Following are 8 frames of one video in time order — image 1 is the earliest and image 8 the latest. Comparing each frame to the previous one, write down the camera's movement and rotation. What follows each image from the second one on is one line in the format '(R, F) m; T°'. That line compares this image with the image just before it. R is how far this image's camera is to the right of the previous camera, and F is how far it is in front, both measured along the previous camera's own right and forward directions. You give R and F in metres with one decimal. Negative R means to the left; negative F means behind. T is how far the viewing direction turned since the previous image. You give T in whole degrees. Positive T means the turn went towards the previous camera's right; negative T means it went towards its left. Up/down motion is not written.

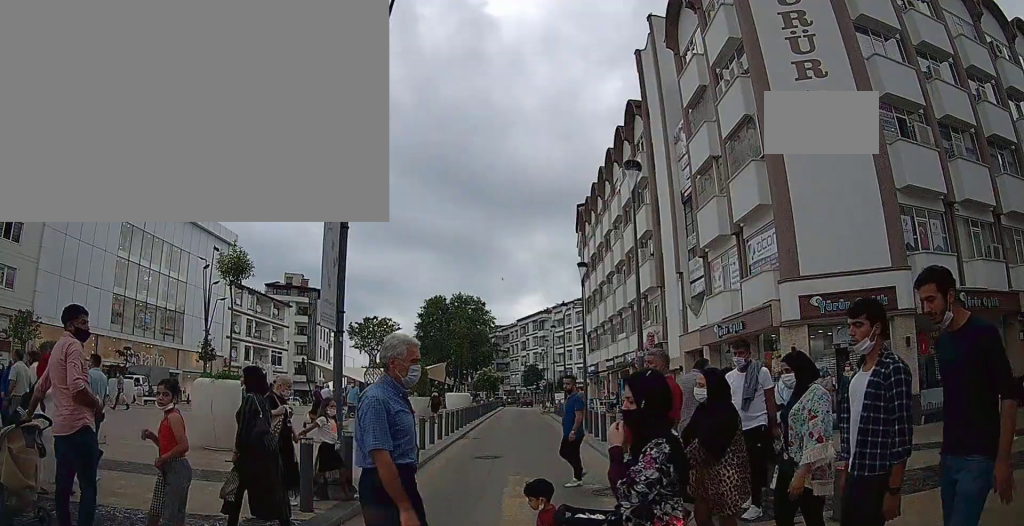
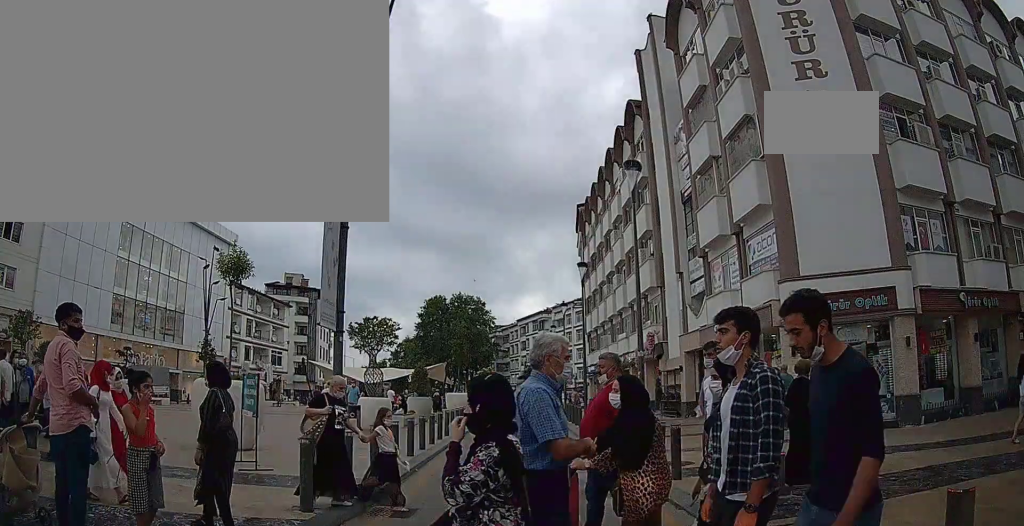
(0.0, 0.0) m; 0°
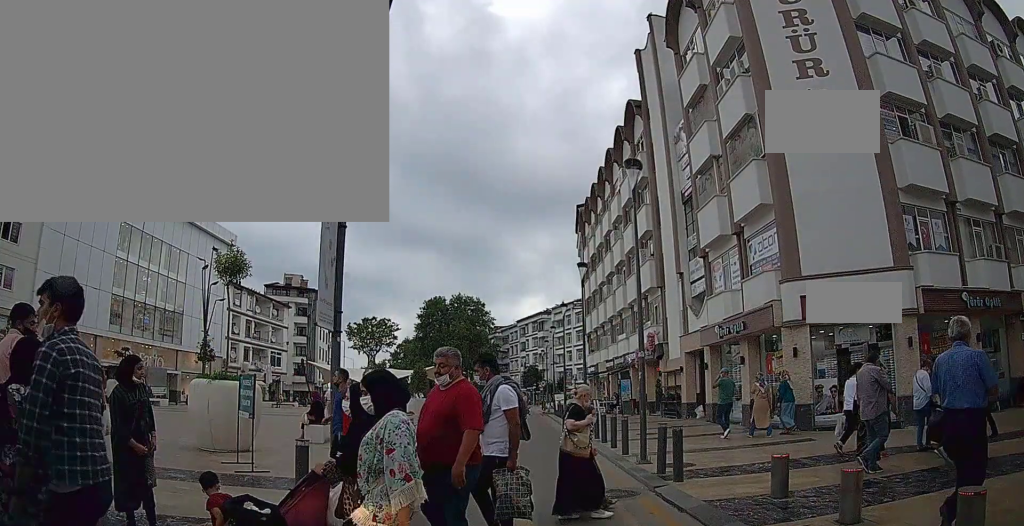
(0.0, +0.1) m; 0°
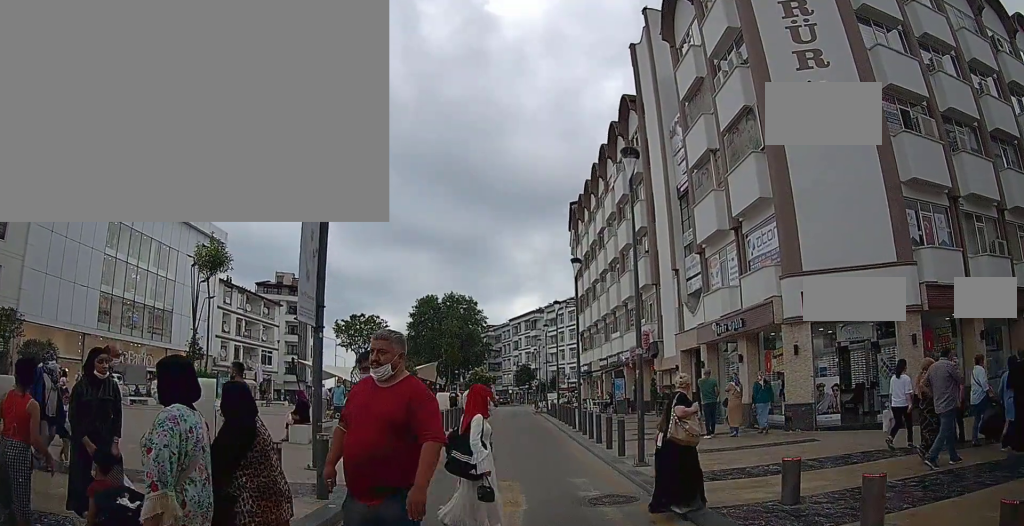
(0.0, +0.3) m; 0°
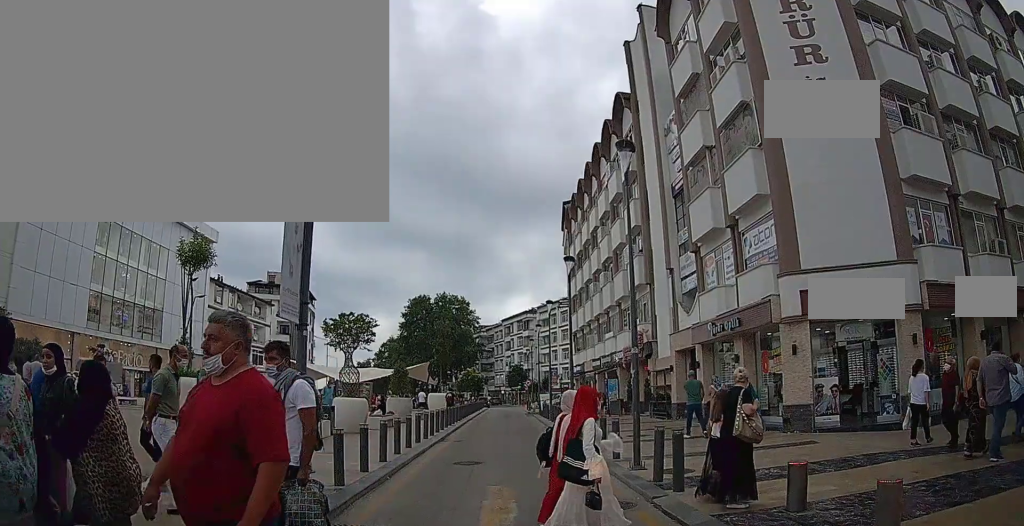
(0.0, +0.4) m; 0°
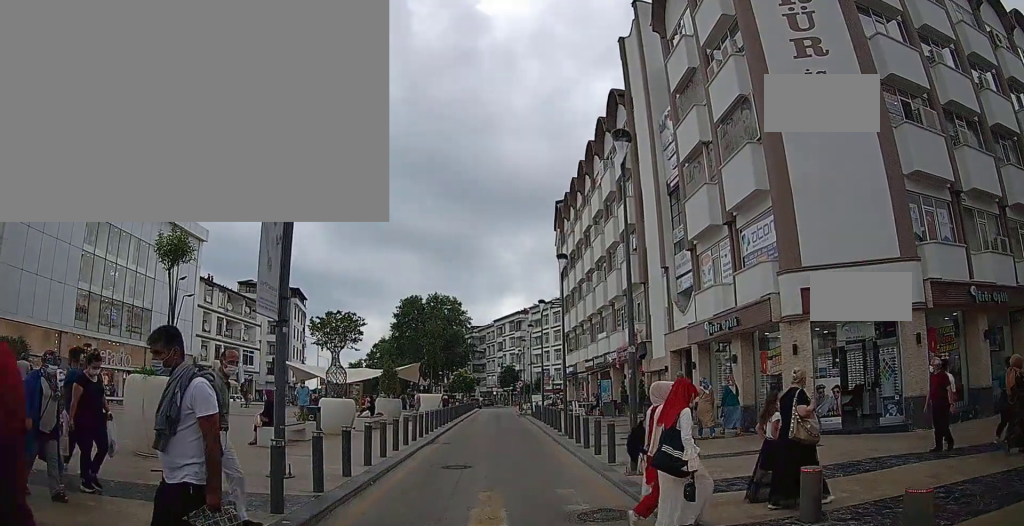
(+0.1, +0.4) m; 0°
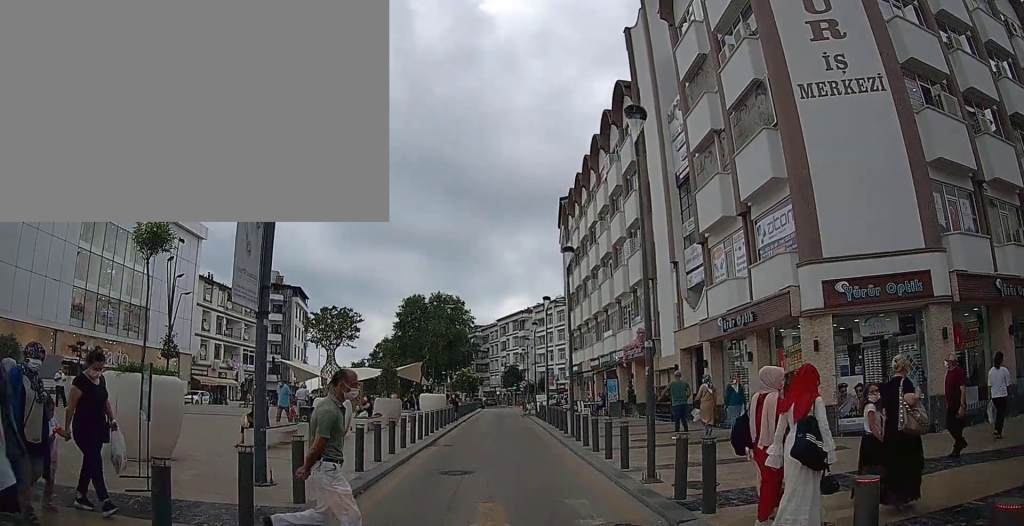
(+0.1, +0.8) m; 0°
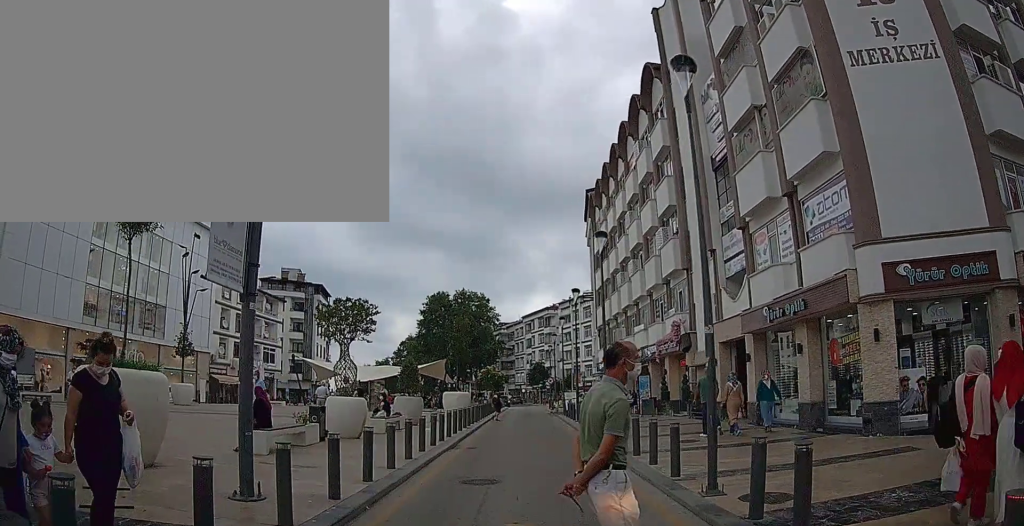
(+0.1, +1.4) m; 0°
